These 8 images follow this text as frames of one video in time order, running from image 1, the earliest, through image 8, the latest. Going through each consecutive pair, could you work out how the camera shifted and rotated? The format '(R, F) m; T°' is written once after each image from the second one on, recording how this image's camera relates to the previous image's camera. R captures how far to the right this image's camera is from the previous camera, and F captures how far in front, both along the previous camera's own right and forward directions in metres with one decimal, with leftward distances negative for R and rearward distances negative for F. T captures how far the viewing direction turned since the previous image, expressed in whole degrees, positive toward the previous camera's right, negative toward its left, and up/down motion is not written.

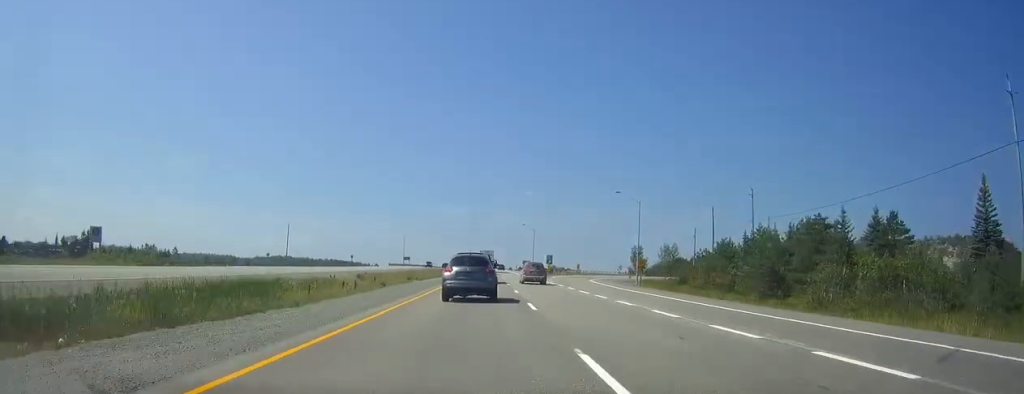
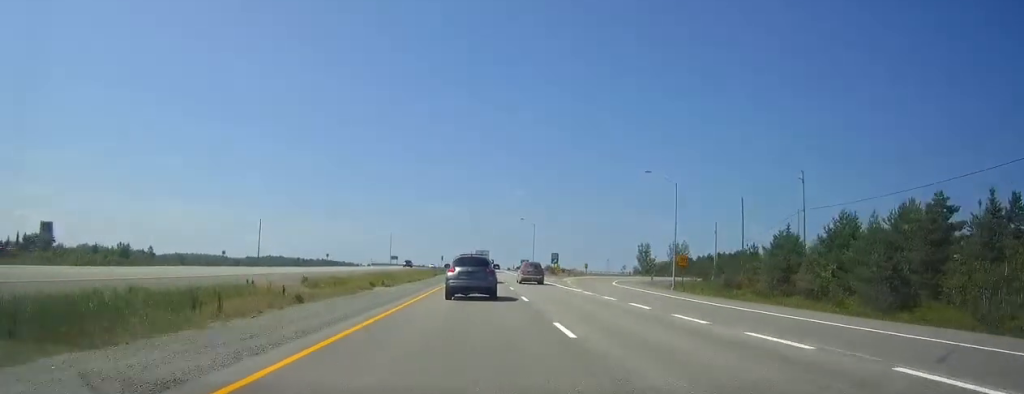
(0.0, +19.2) m; +1°
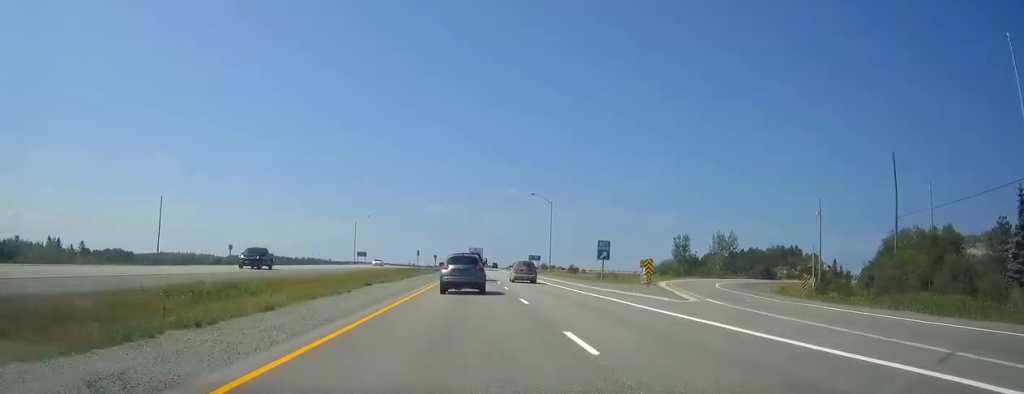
(+0.5, +50.9) m; +1°
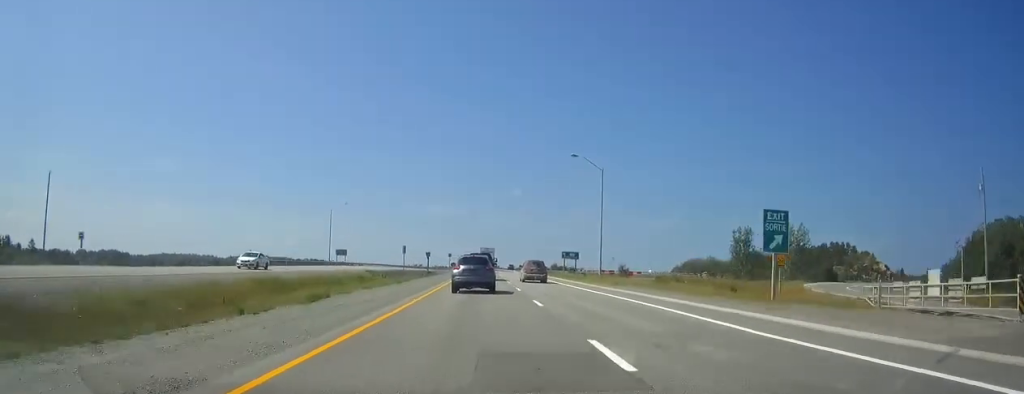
(+0.1, +37.1) m; 0°
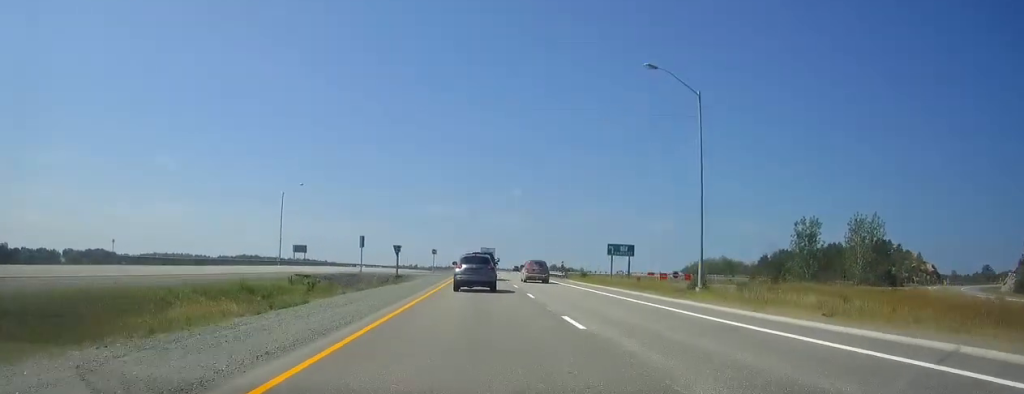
(-0.2, +31.1) m; 0°
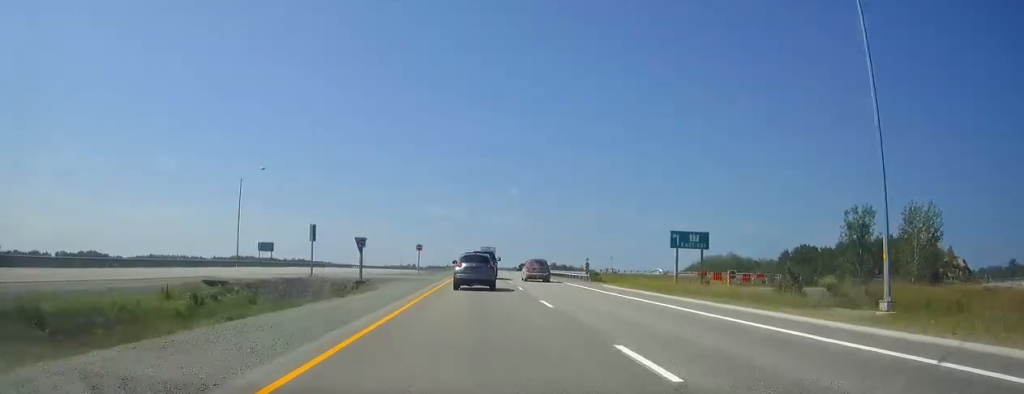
(0.0, +17.8) m; 0°
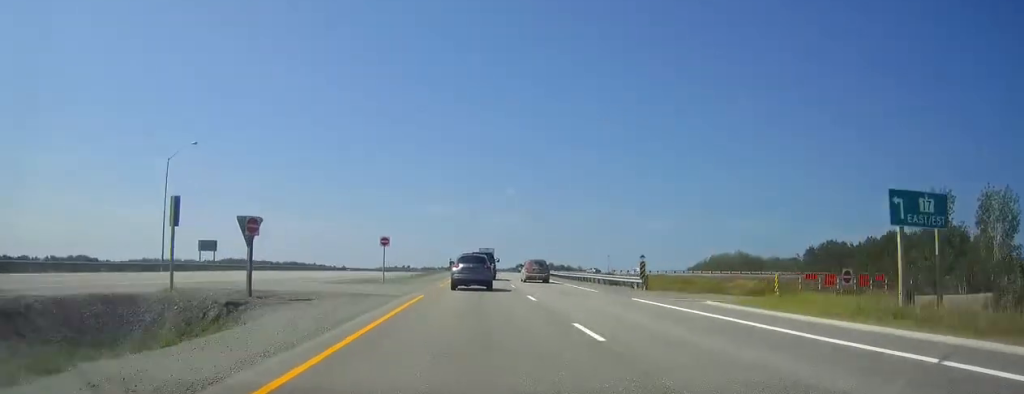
(0.0, +20.4) m; 0°
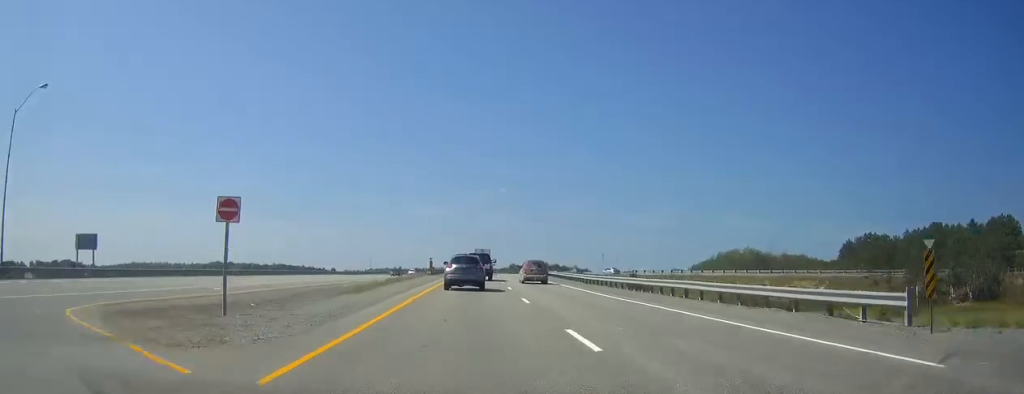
(0.0, +25.4) m; 0°
